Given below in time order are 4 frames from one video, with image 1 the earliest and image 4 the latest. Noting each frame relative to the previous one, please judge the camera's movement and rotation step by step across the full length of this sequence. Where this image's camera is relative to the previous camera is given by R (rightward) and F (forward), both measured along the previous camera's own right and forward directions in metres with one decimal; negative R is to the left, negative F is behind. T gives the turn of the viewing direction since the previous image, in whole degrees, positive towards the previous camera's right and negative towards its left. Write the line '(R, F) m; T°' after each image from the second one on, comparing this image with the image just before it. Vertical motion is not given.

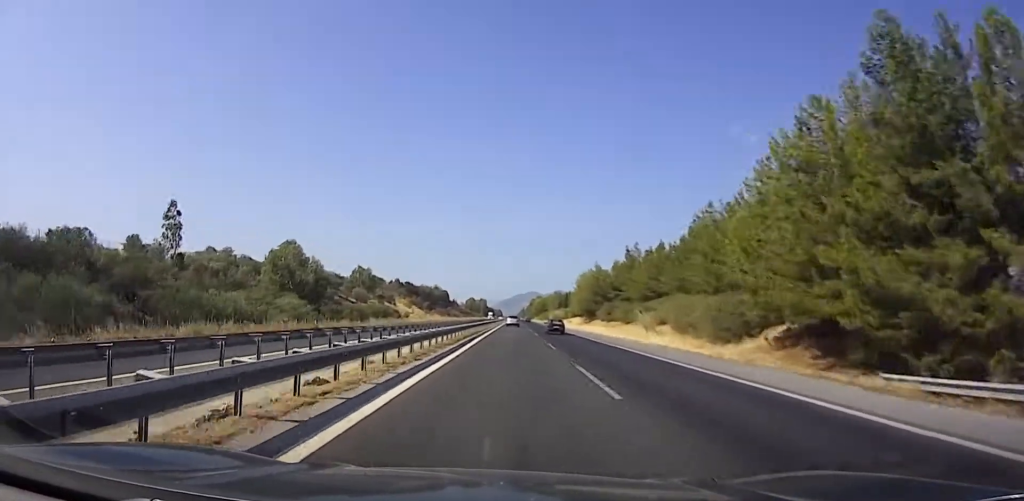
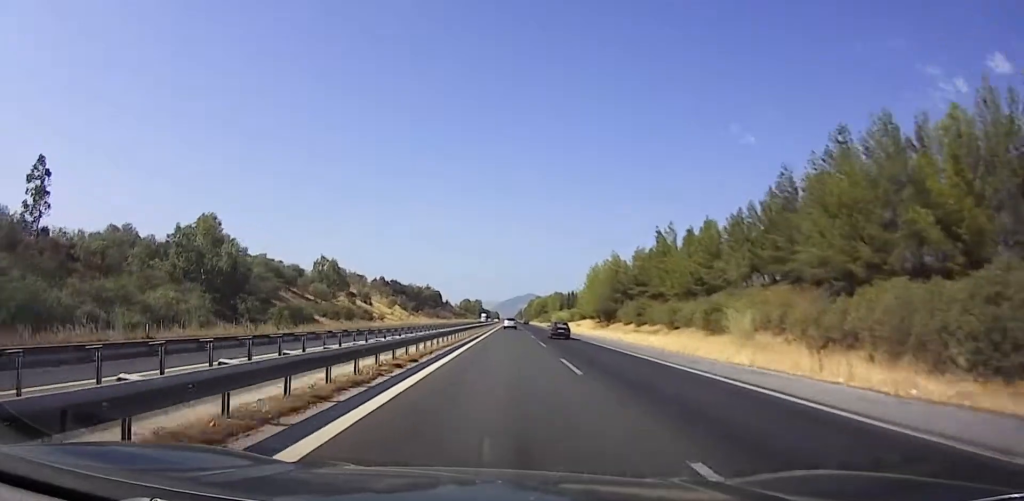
(0.0, +26.2) m; +1°
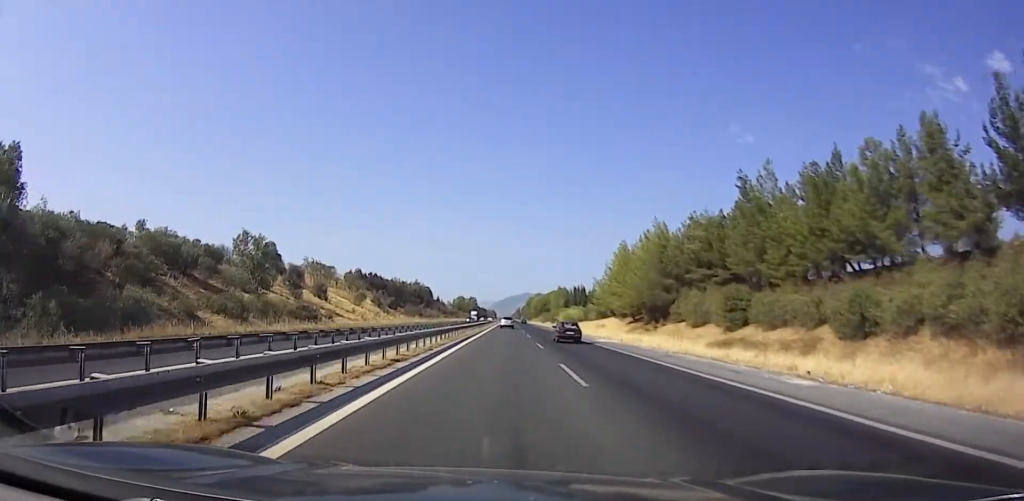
(+0.5, +34.5) m; +1°
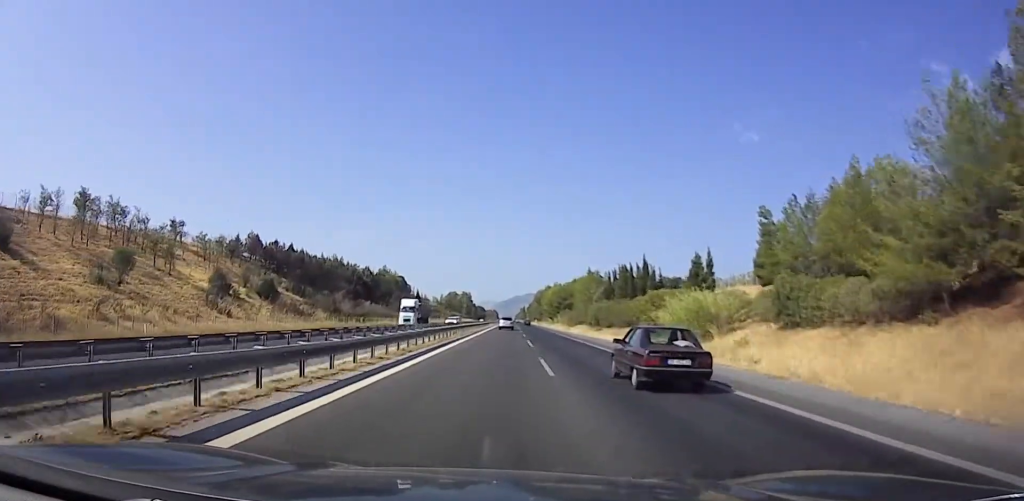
(+1.5, +94.1) m; +1°
